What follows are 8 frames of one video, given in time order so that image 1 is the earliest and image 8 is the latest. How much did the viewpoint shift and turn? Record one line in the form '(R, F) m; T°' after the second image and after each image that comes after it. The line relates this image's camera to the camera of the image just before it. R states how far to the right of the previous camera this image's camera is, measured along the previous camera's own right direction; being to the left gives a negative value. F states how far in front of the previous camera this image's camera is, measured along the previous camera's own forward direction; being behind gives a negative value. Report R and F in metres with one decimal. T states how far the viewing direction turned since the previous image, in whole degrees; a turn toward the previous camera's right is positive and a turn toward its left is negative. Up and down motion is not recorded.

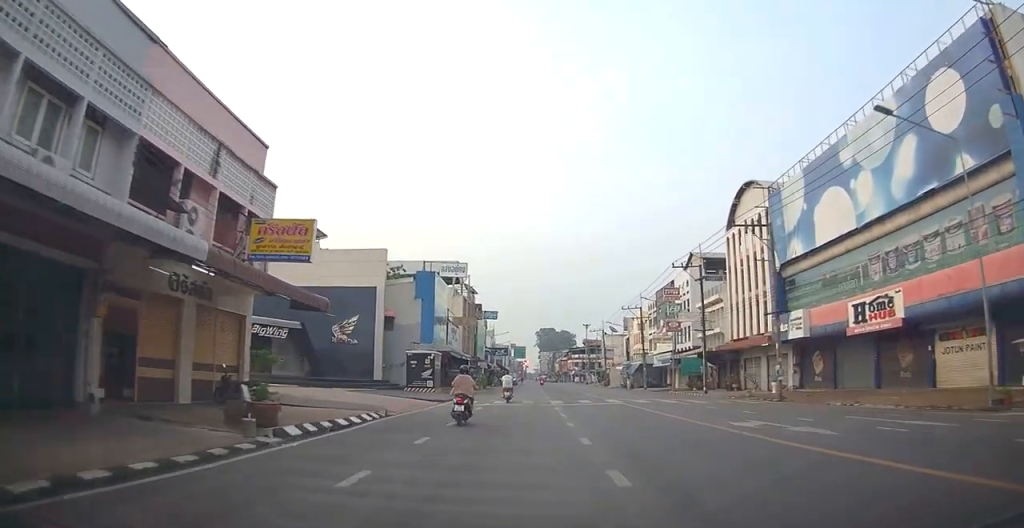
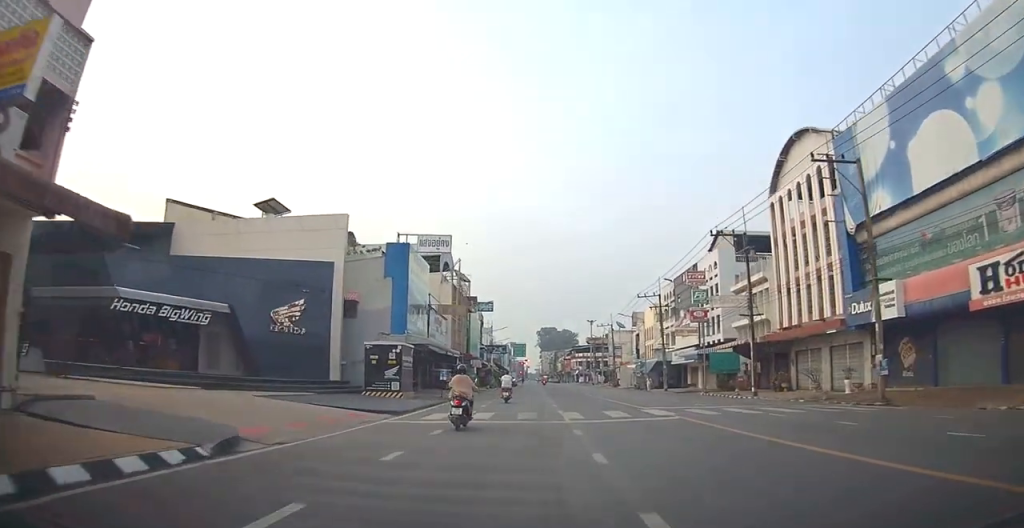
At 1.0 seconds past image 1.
(+0.2, +10.2) m; -2°
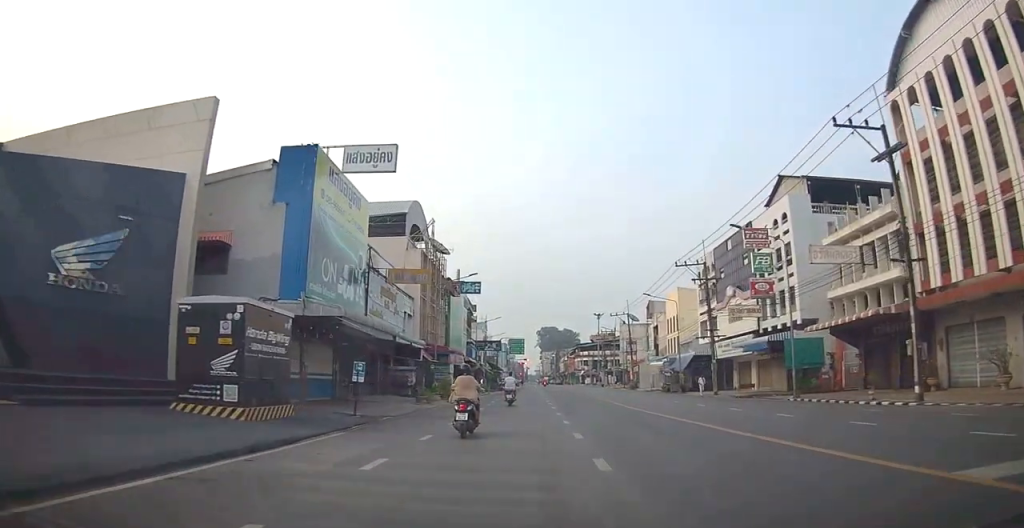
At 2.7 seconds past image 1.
(-1.4, +16.9) m; -7°
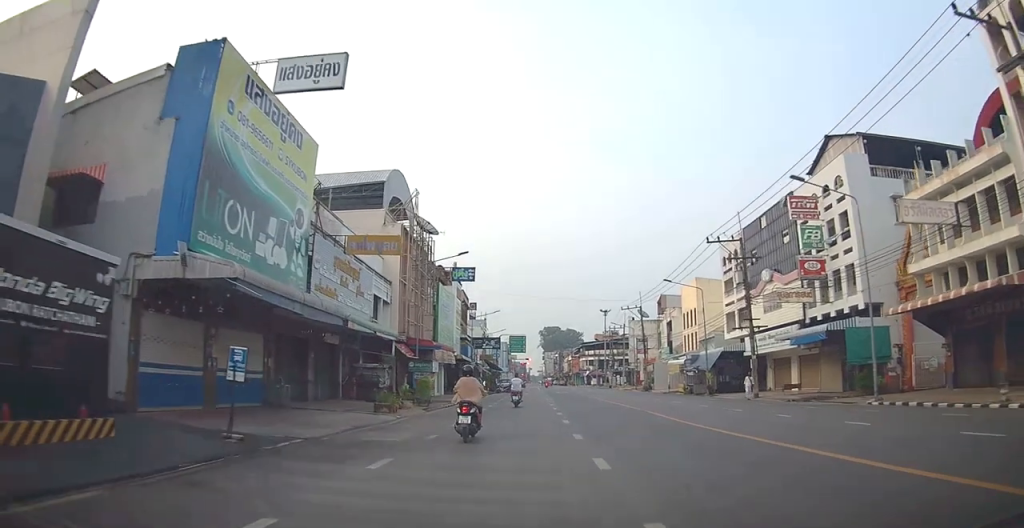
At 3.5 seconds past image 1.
(-0.1, +7.9) m; 0°
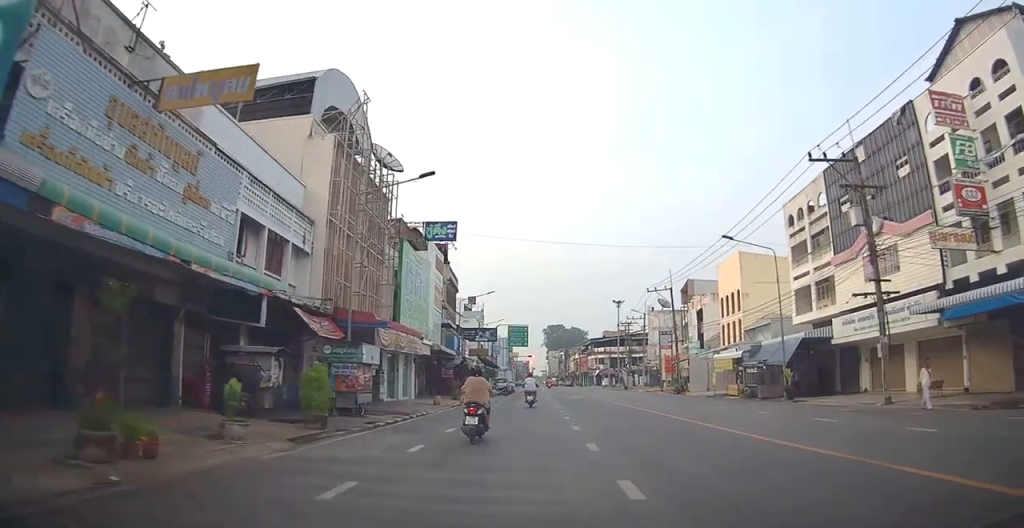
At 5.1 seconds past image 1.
(+0.8, +14.1) m; +3°
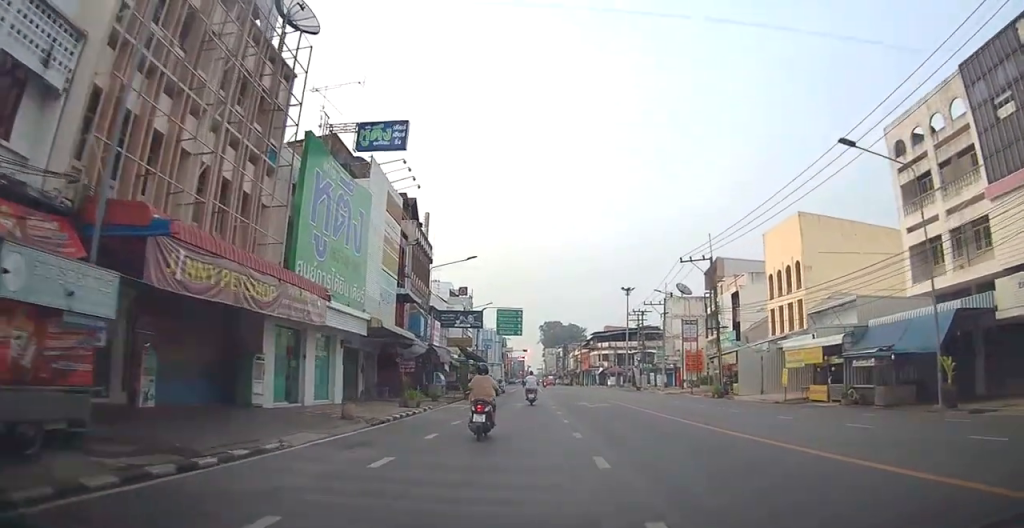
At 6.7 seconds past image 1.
(-0.3, +13.6) m; +2°
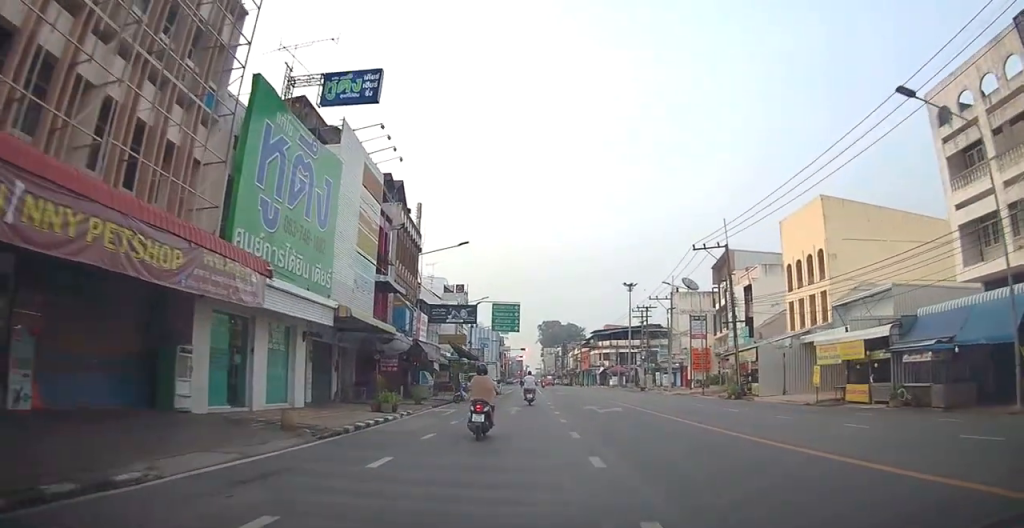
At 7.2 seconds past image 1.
(+0.2, +3.9) m; +2°
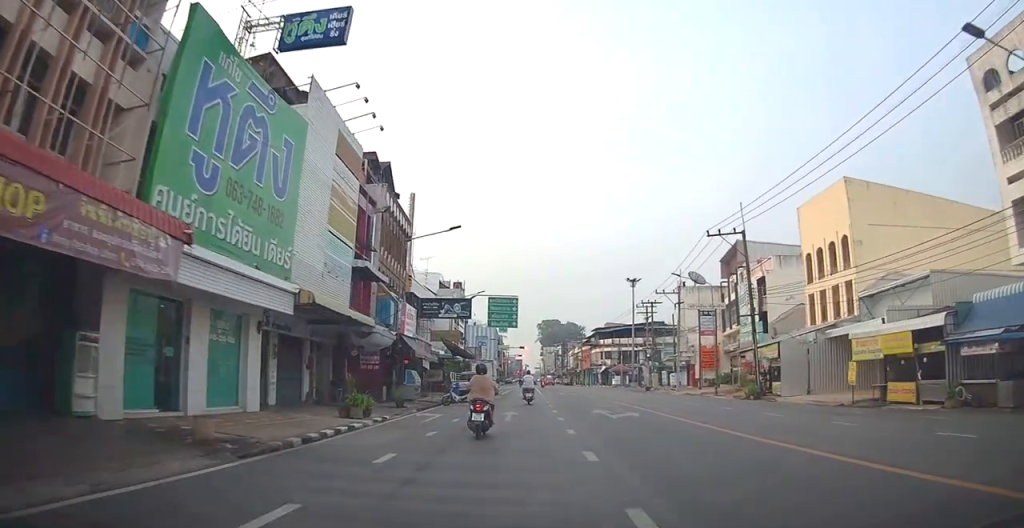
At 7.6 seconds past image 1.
(0.0, +3.4) m; -1°
